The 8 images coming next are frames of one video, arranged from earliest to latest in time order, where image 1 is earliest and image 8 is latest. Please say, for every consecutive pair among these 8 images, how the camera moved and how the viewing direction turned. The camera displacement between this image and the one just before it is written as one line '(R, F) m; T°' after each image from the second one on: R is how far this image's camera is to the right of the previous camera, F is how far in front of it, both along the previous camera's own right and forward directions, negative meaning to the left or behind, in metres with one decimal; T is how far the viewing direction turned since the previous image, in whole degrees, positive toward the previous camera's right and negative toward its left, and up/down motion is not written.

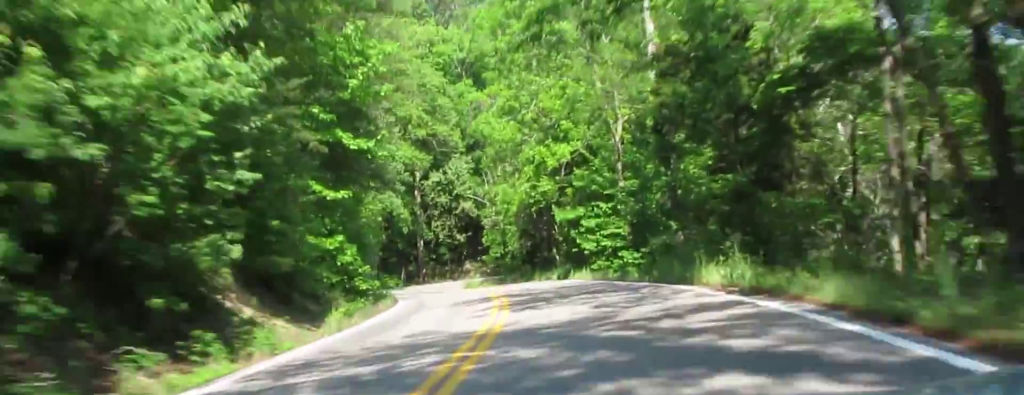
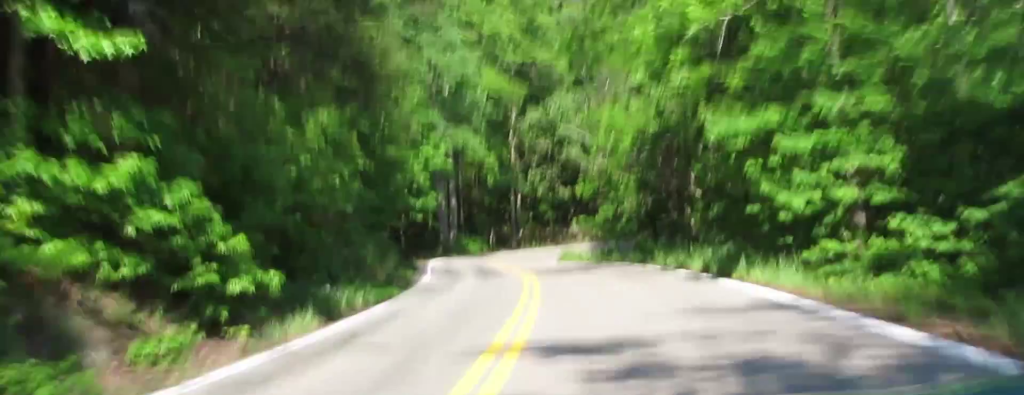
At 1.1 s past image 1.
(-0.5, +22.3) m; -4°
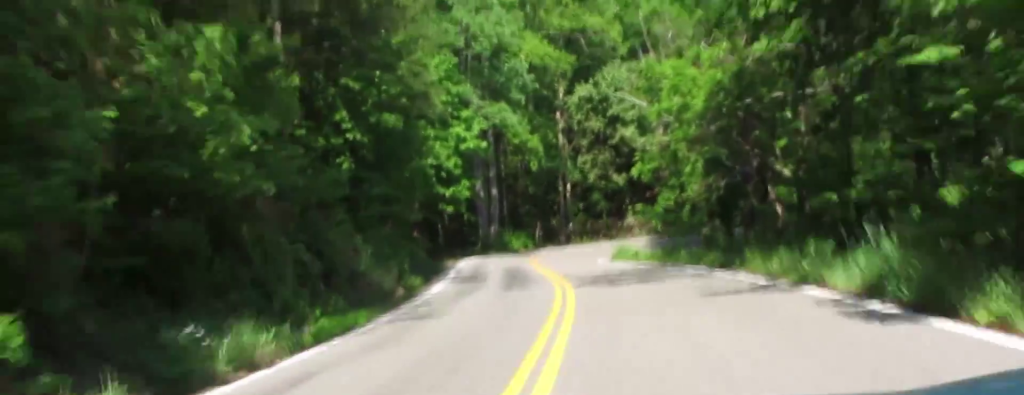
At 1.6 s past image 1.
(-0.1, +8.8) m; -3°
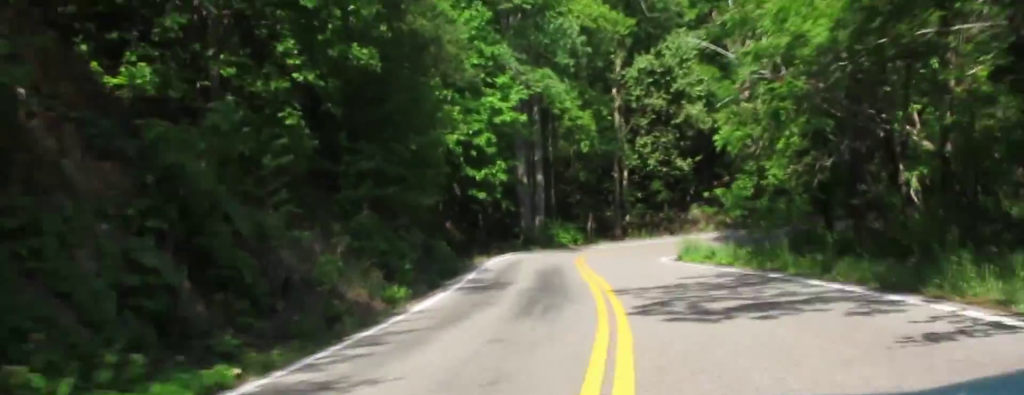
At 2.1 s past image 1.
(-0.3, +9.0) m; -2°
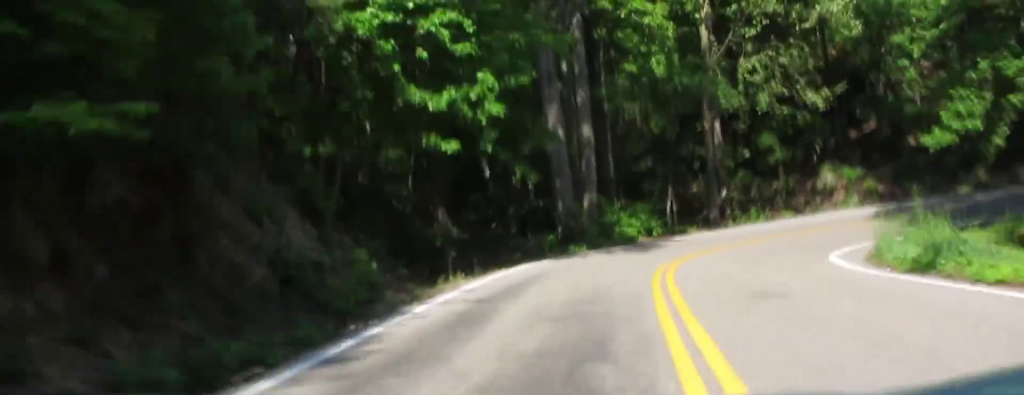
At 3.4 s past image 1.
(-1.0, +22.1) m; -2°
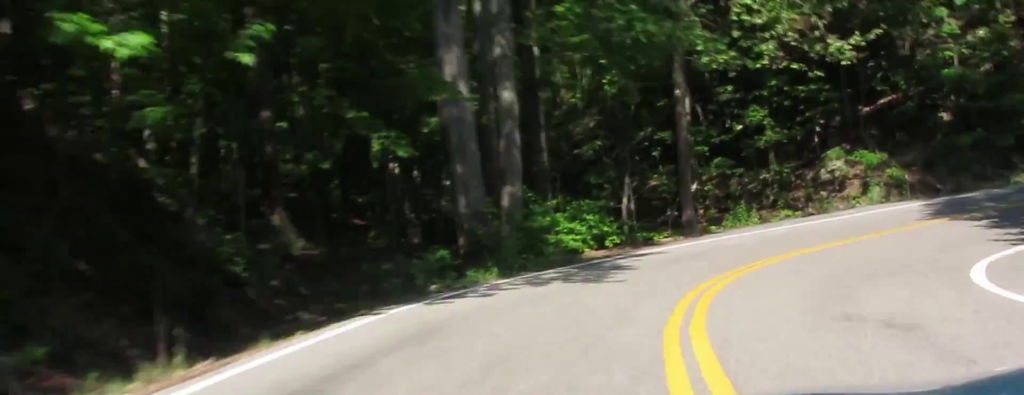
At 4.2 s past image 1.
(+0.1, +11.6) m; +5°
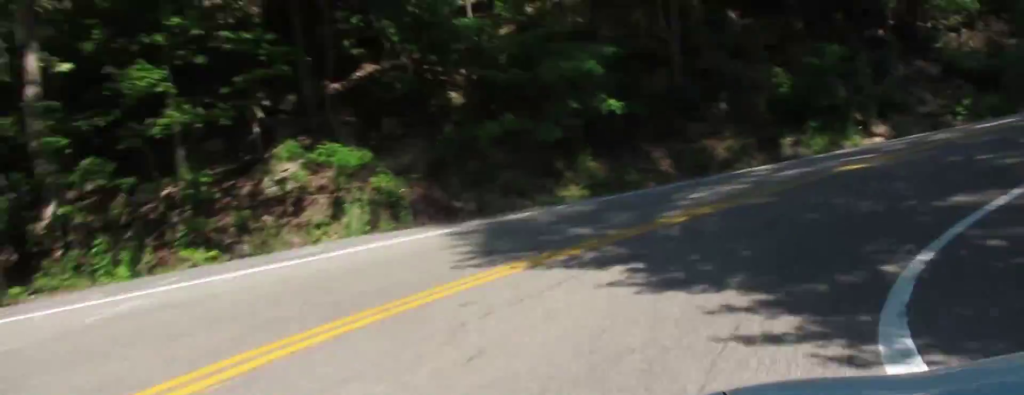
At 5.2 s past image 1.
(+1.2, +13.3) m; +13°
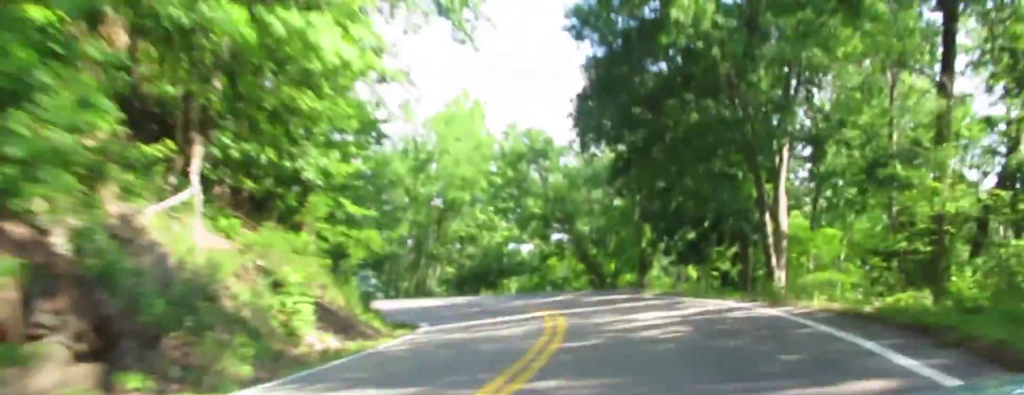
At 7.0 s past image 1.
(+4.6, +23.9) m; +21°
